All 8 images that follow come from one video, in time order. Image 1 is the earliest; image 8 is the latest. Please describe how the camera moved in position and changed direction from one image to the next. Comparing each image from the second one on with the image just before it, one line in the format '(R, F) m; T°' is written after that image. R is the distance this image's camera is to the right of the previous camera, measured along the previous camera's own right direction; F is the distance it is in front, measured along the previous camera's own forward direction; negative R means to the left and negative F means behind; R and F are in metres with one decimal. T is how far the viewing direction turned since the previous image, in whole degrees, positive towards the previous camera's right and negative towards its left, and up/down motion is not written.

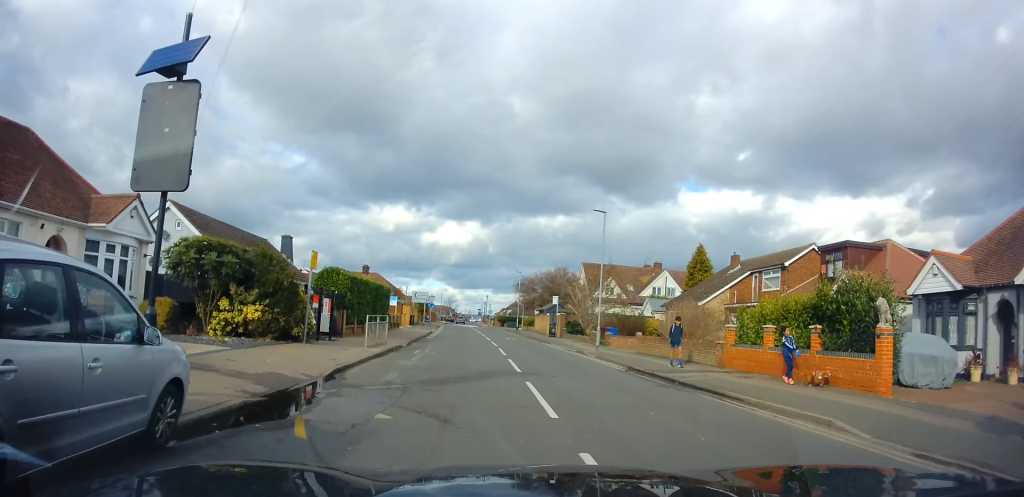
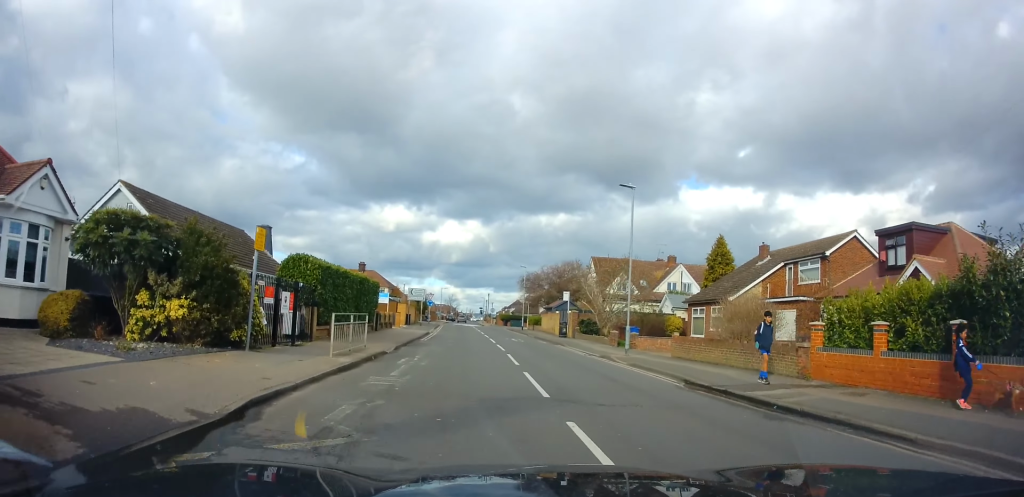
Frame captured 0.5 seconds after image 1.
(-0.1, +4.5) m; -1°
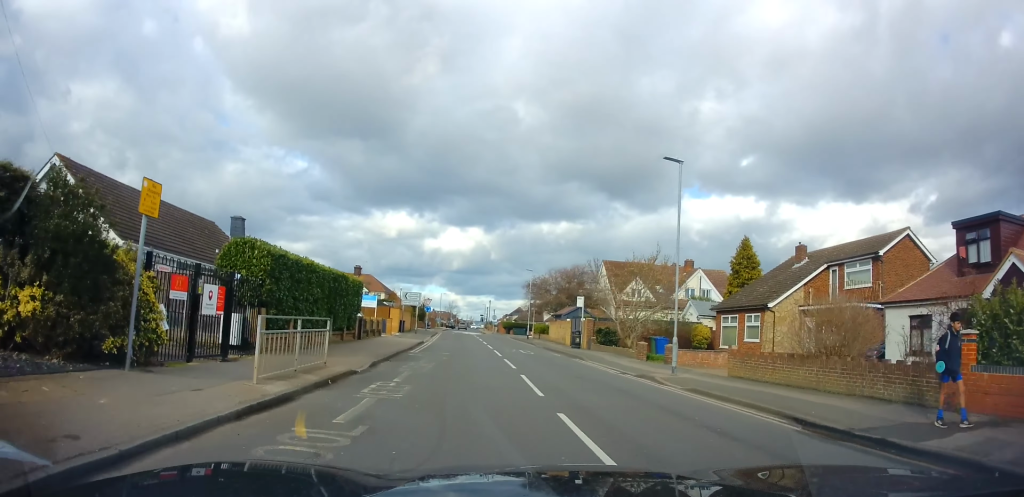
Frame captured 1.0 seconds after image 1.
(0.0, +4.8) m; -1°
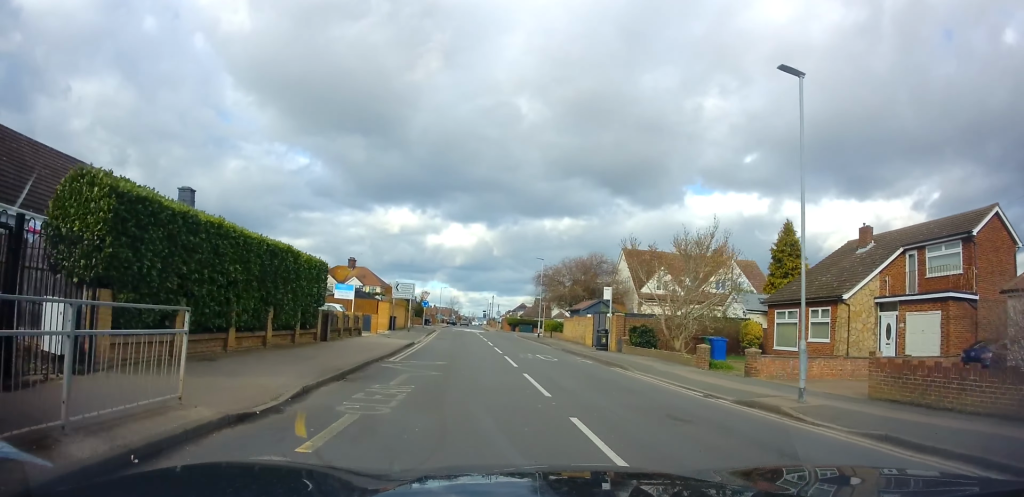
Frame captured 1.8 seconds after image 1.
(0.0, +6.4) m; +1°
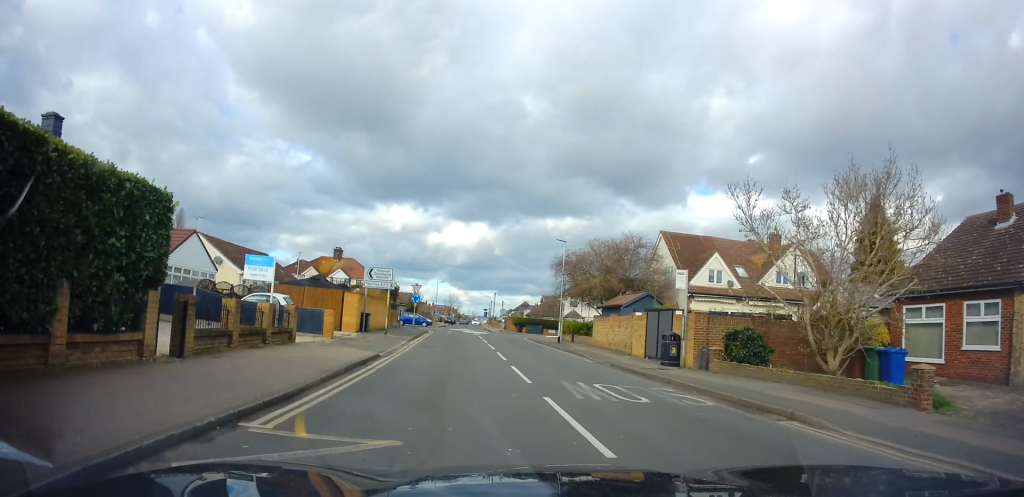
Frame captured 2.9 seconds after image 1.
(+0.2, +10.1) m; -1°
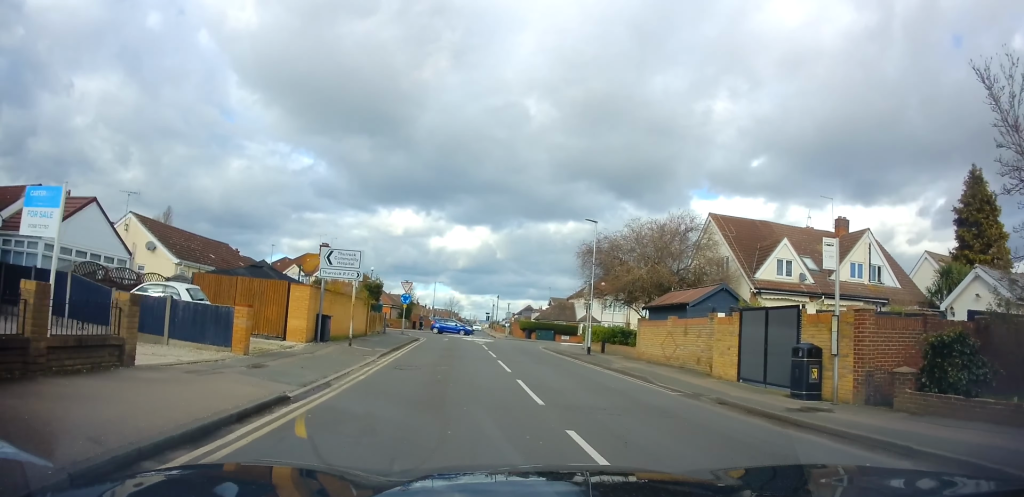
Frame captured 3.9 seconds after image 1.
(-0.3, +8.4) m; 0°
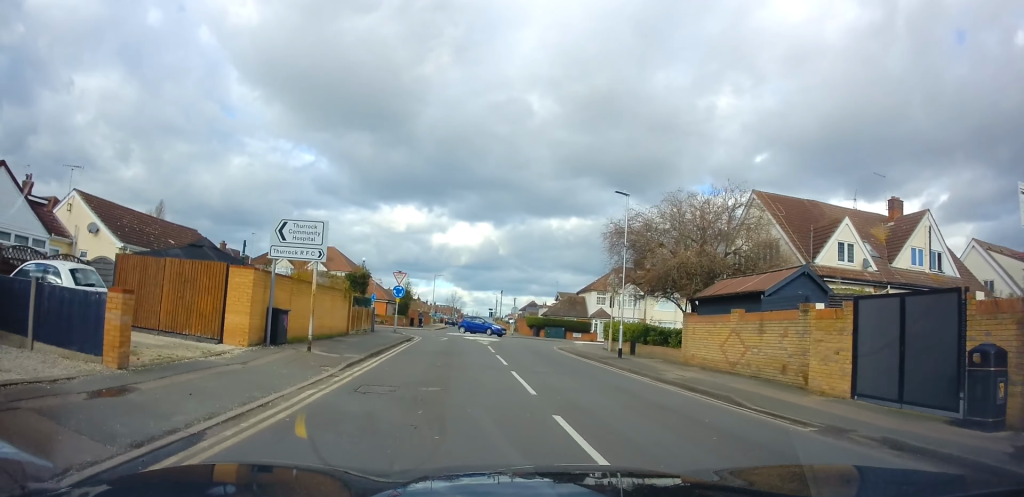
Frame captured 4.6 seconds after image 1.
(+0.1, +5.1) m; +1°
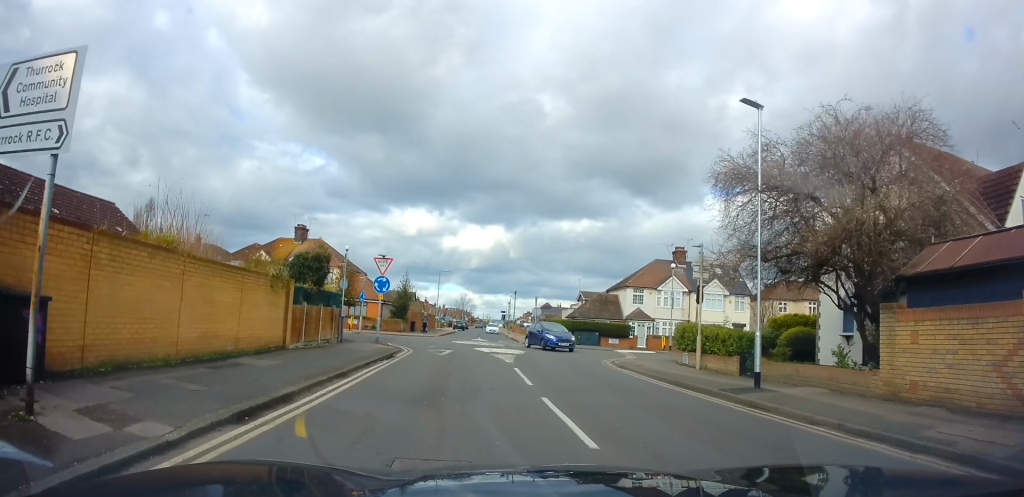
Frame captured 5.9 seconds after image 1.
(+0.2, +10.1) m; -3°
